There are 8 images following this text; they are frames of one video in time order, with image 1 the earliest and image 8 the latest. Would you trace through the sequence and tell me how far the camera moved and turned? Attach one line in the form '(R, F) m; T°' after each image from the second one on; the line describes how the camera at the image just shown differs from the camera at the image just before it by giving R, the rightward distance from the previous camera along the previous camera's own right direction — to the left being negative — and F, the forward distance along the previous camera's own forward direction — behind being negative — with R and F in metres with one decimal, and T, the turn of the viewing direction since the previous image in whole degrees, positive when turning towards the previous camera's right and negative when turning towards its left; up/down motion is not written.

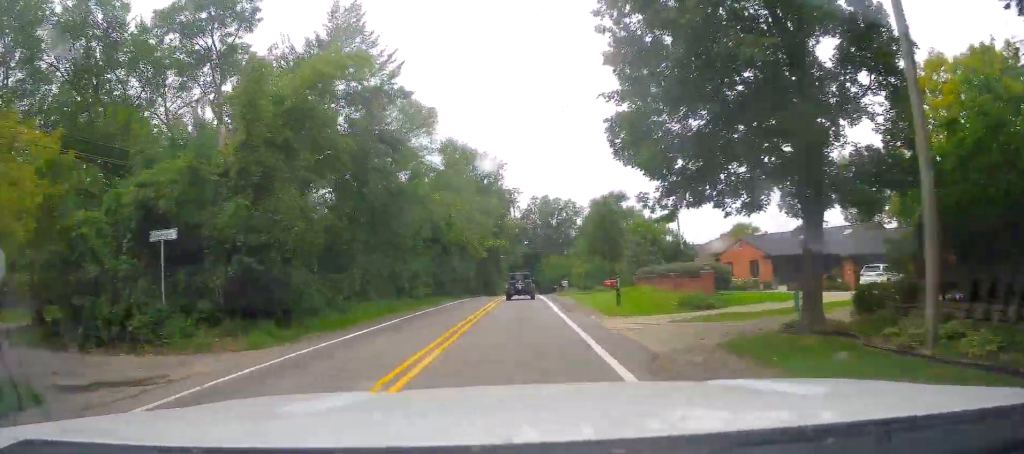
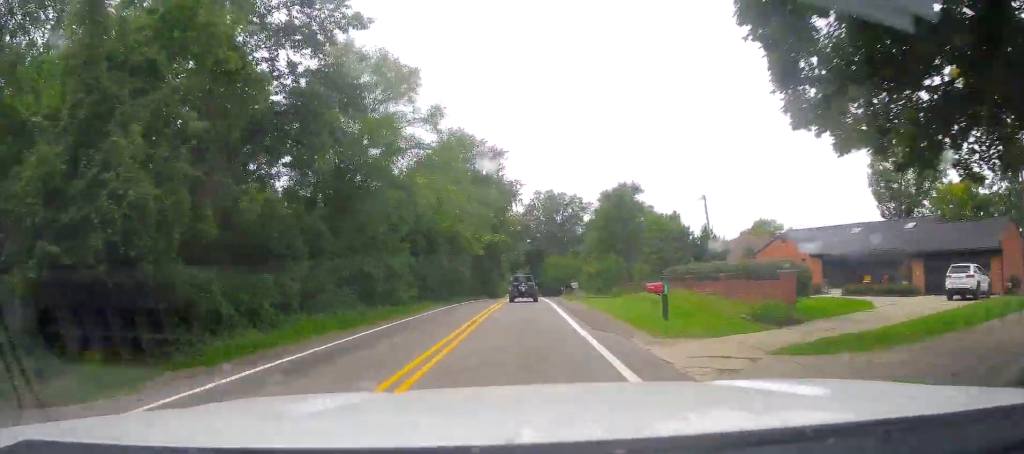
(-0.1, +8.5) m; +1°
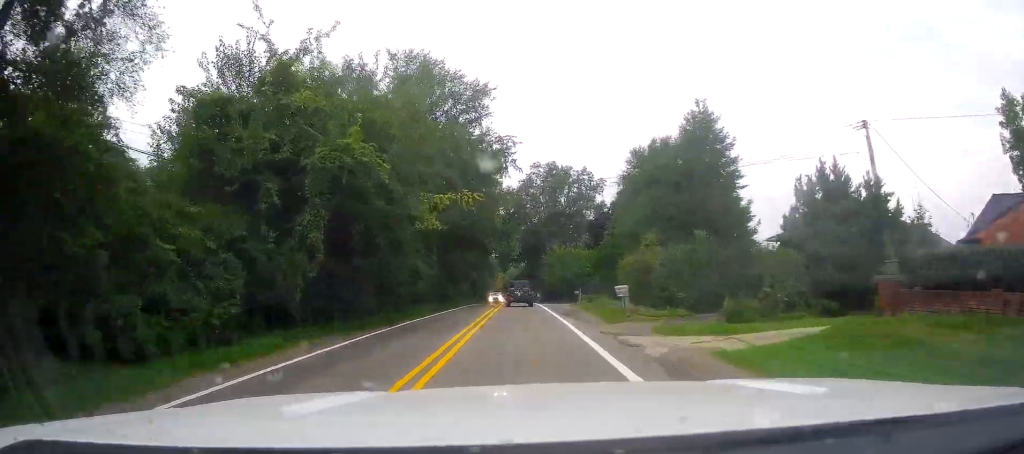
(-0.1, +26.1) m; -2°
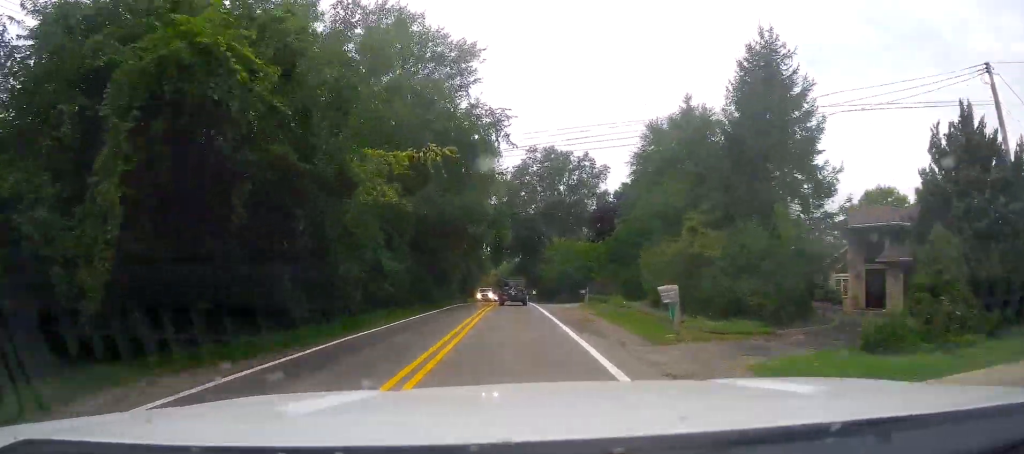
(-0.4, +9.0) m; 0°
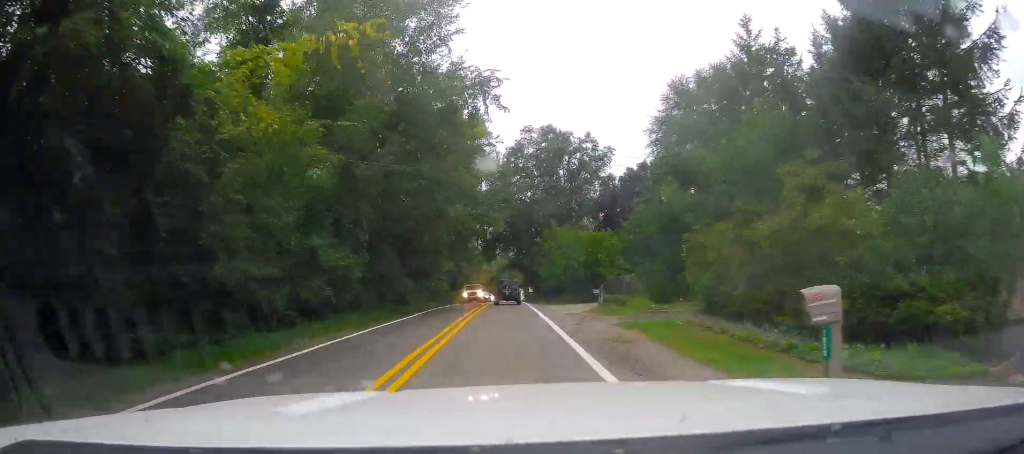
(+0.1, +8.9) m; 0°
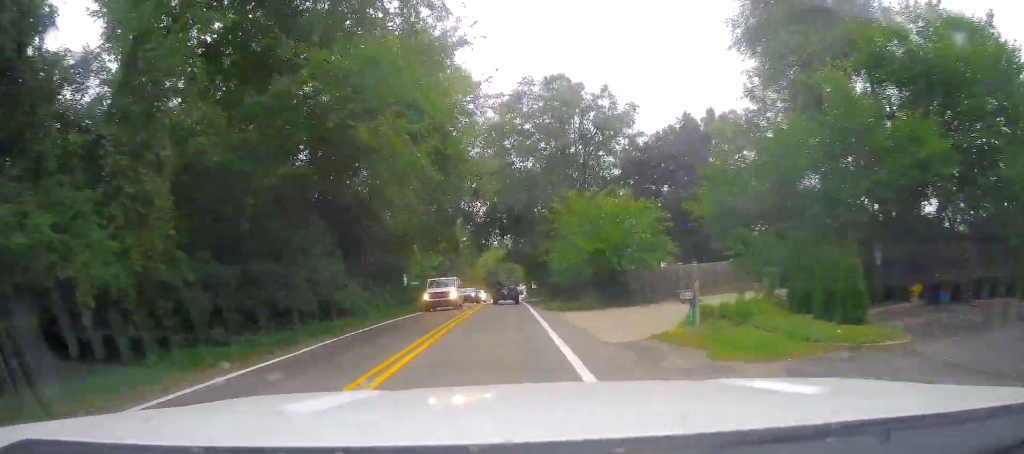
(+0.4, +15.7) m; 0°
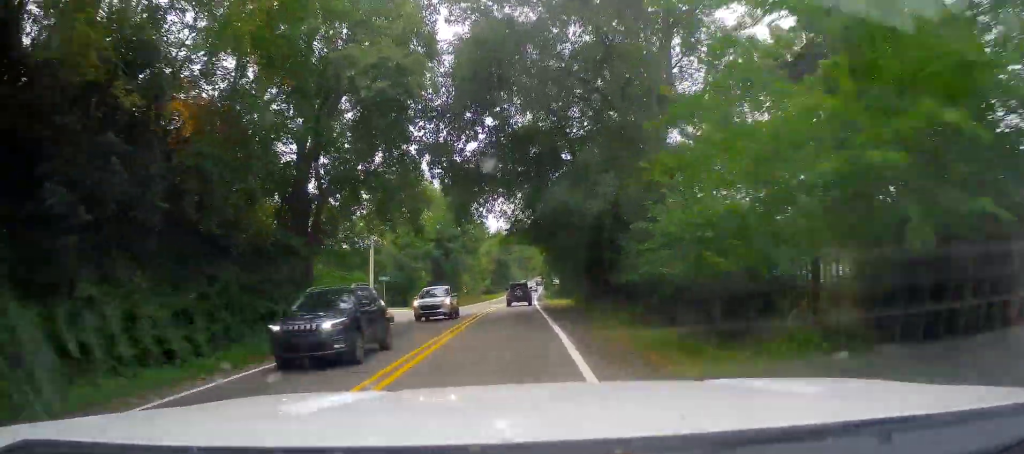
(-0.4, +25.2) m; +1°
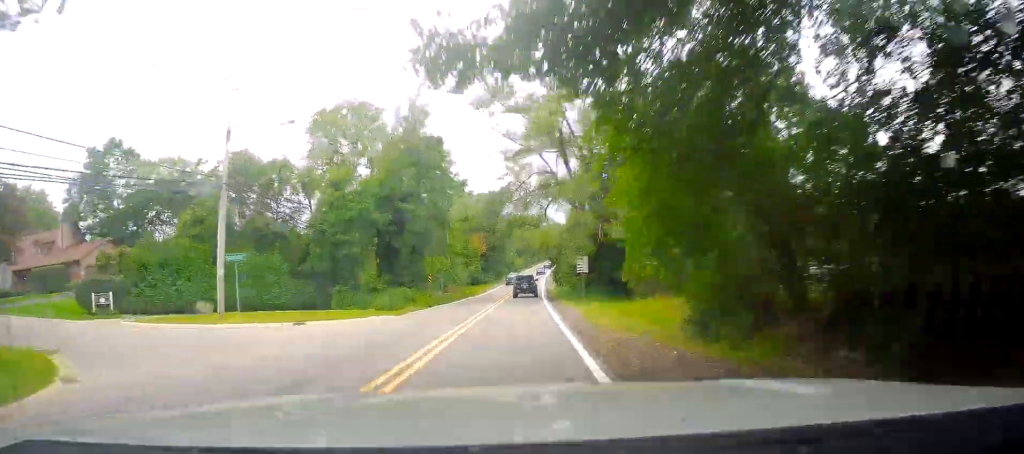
(+1.5, +29.9) m; 0°
